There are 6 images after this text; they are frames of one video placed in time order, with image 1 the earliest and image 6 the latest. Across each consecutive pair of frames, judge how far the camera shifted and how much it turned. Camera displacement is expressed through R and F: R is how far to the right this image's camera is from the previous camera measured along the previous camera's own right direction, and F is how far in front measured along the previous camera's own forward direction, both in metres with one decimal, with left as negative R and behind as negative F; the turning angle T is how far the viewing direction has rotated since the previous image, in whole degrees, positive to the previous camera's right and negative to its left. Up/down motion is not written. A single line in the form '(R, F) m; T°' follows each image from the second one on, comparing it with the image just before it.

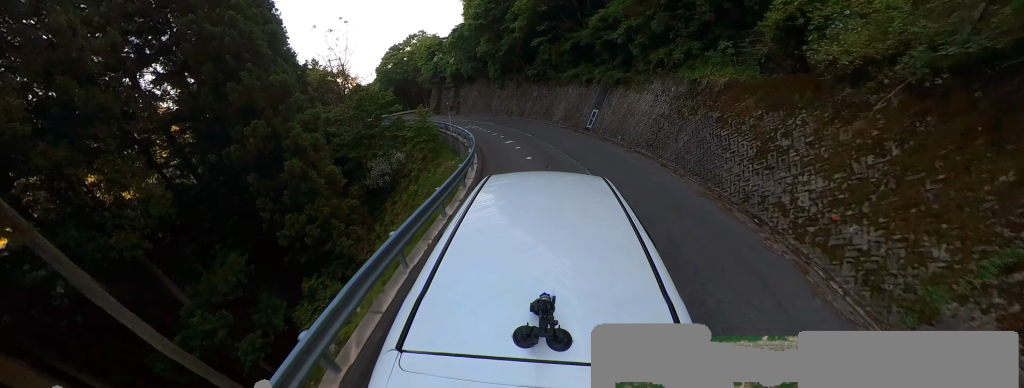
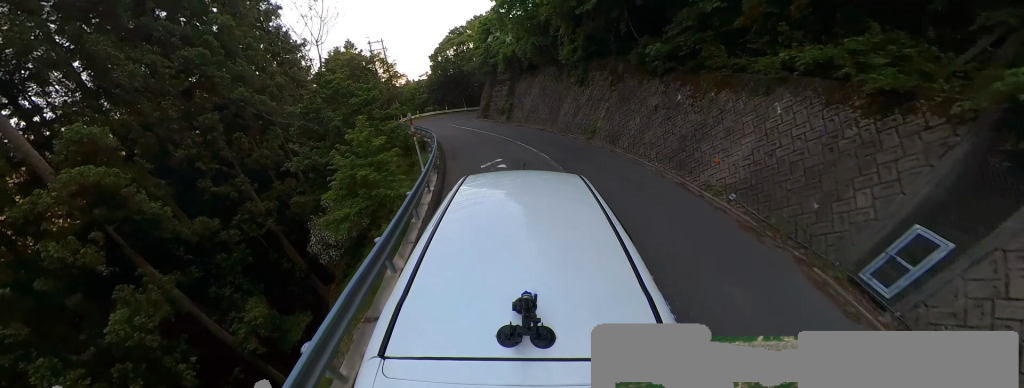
(-1.3, +14.6) m; -17°
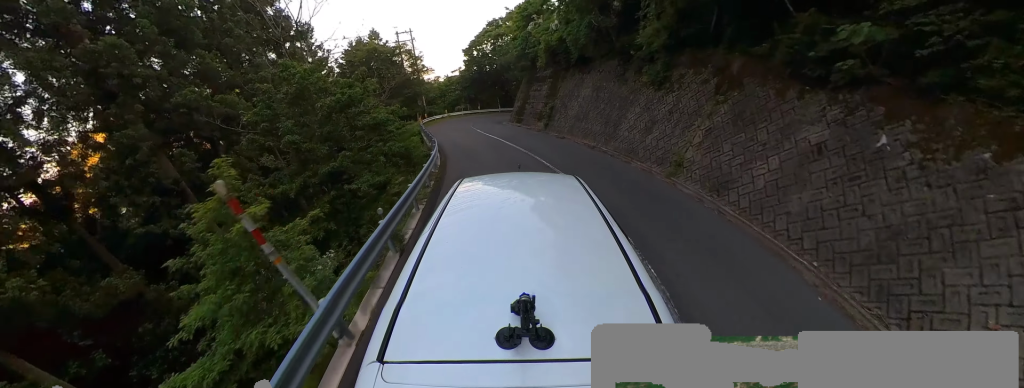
(-0.4, +5.4) m; -5°
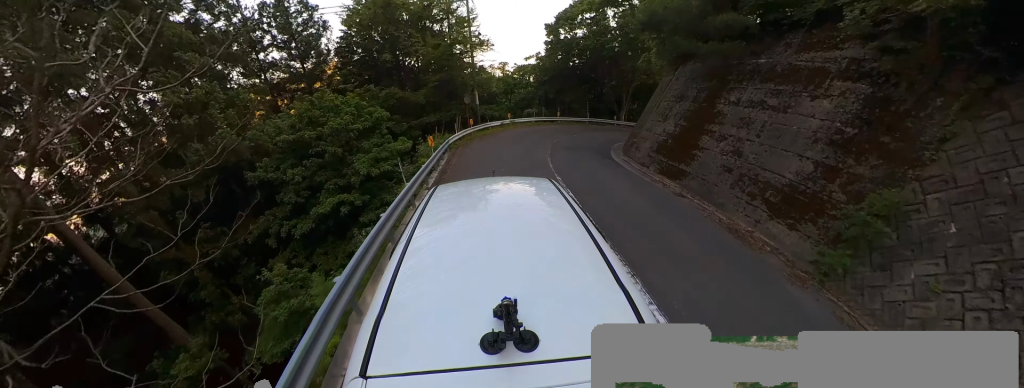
(-1.6, +14.5) m; -9°
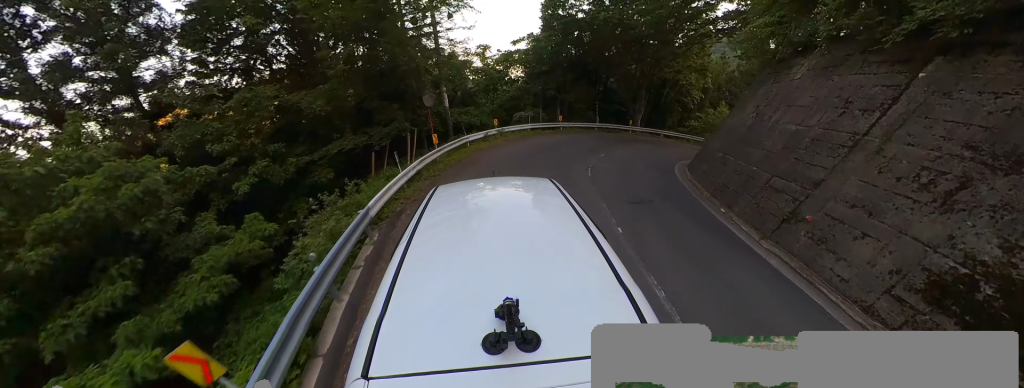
(-0.1, +9.1) m; -6°
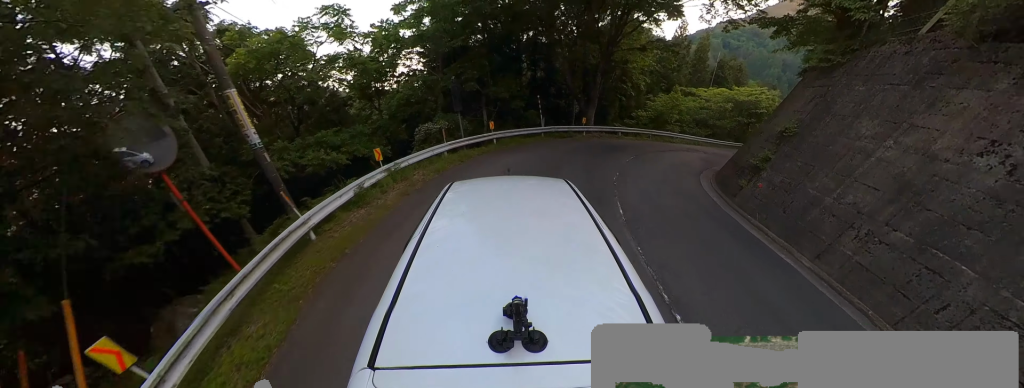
(+0.4, +9.7) m; +21°
